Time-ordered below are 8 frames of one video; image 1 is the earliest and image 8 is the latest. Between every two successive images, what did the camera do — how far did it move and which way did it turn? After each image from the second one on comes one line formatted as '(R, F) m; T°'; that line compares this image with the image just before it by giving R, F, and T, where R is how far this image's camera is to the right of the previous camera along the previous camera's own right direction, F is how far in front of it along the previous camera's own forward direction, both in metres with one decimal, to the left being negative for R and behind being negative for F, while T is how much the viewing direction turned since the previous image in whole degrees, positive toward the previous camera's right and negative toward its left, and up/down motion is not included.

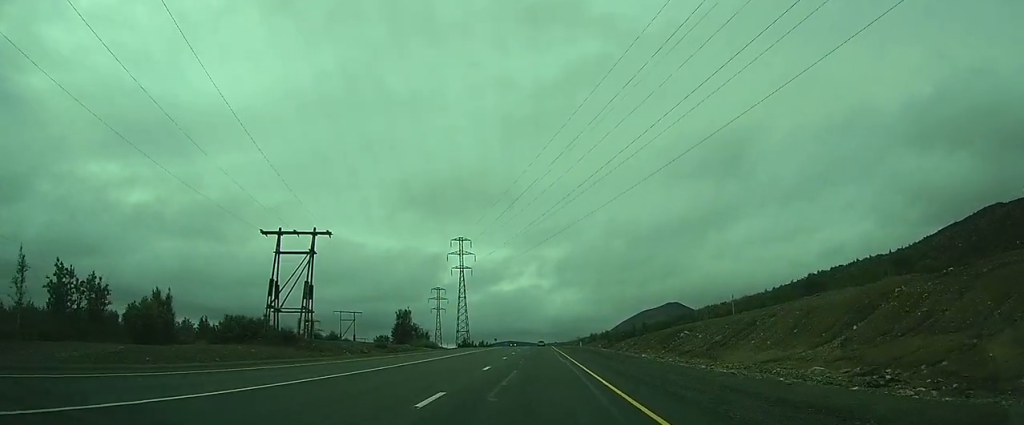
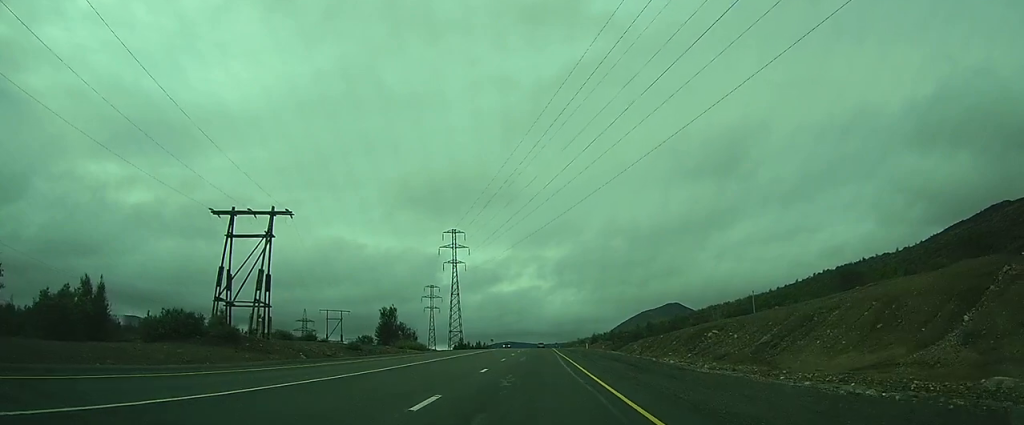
(0.0, +12.4) m; 0°
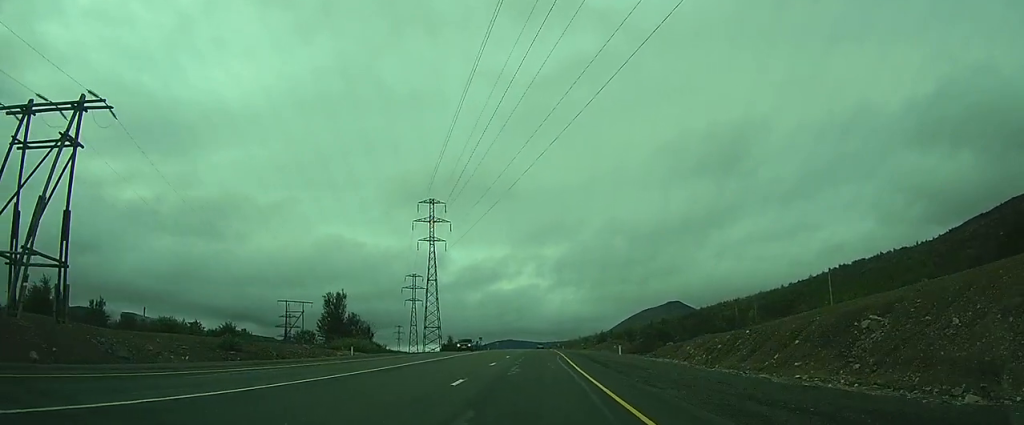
(+0.3, +30.5) m; +1°
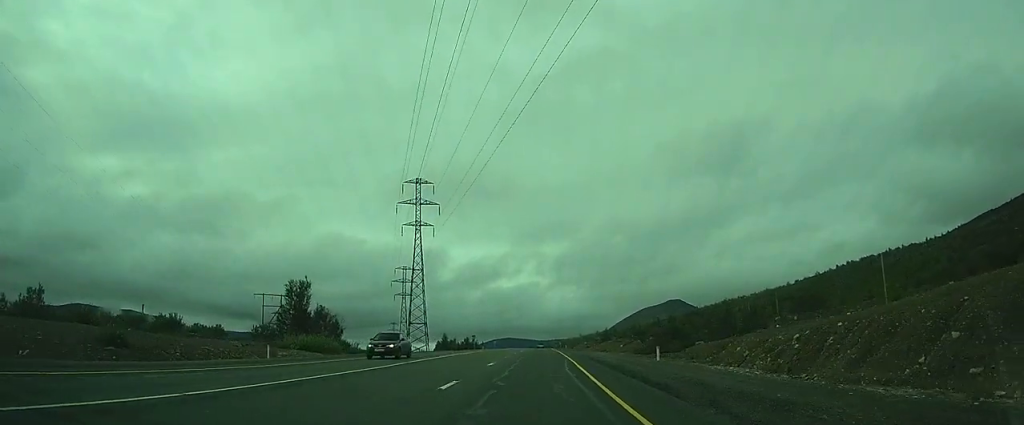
(+0.1, +13.5) m; 0°
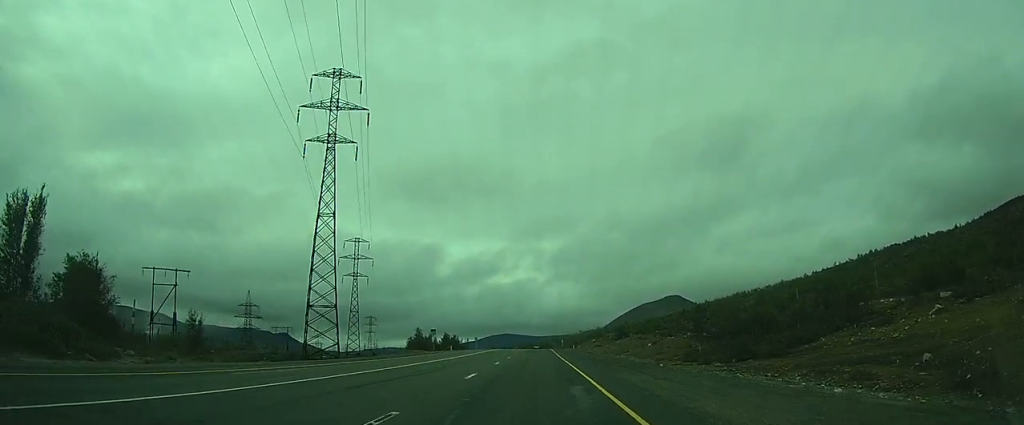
(-0.5, +42.8) m; -1°
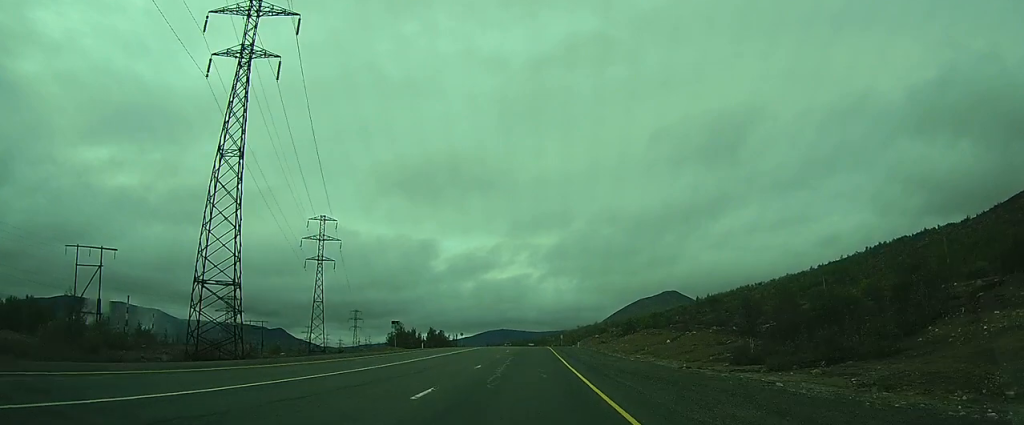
(0.0, +19.1) m; 0°
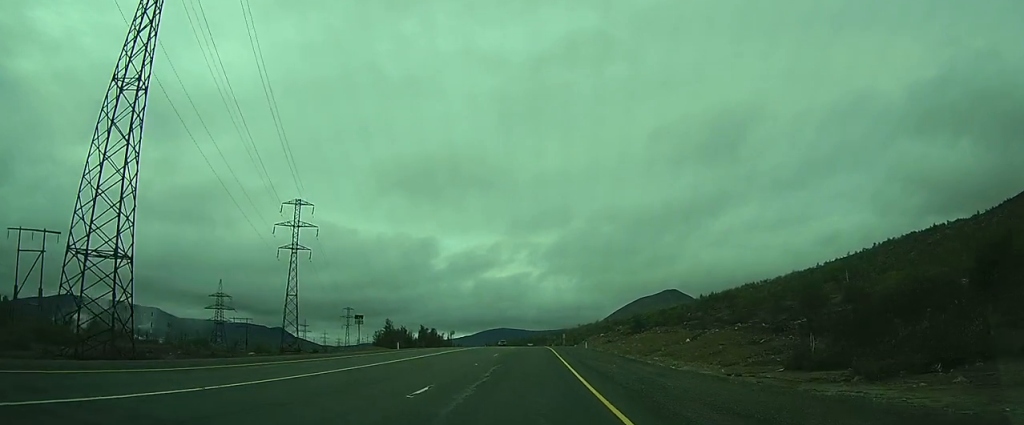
(0.0, +12.1) m; 0°
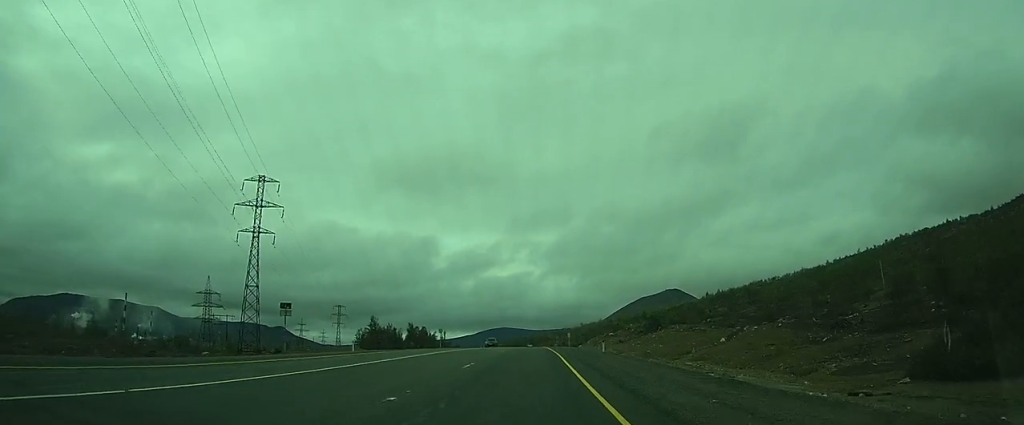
(0.0, +14.6) m; 0°
